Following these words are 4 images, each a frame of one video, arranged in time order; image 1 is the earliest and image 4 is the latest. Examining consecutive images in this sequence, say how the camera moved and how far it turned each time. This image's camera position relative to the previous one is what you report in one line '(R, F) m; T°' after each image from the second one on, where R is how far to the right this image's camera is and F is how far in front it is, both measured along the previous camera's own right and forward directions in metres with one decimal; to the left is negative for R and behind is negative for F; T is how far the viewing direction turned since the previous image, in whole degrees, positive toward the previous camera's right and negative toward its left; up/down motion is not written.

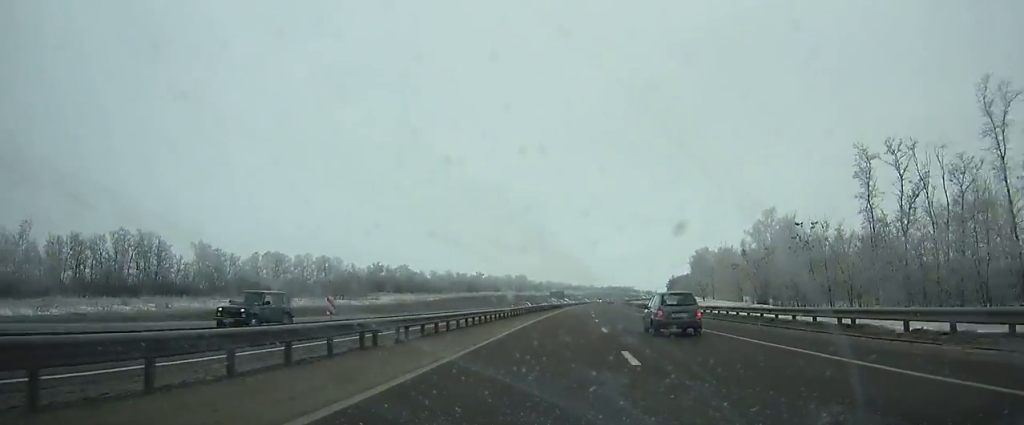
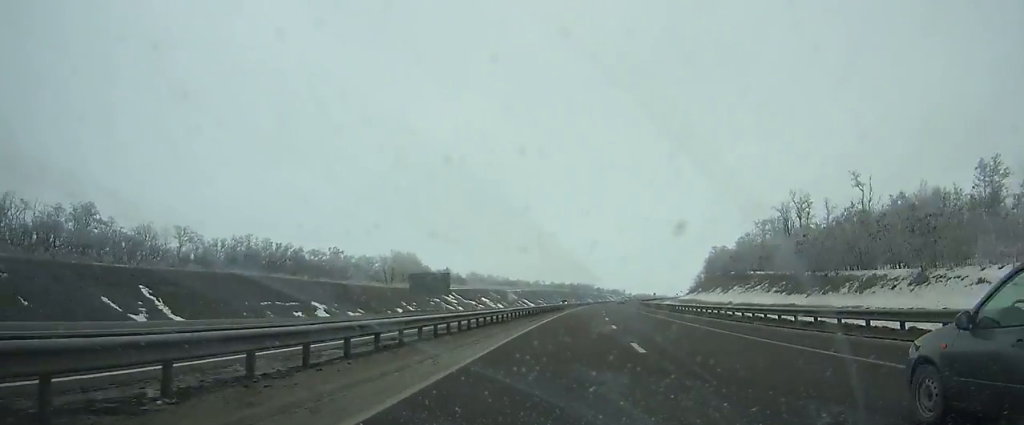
(+7.3, +164.1) m; +6°
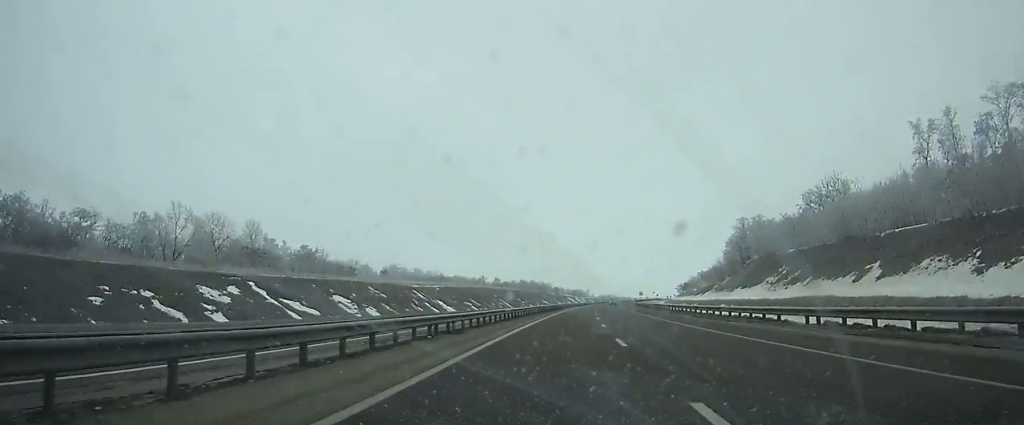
(+2.7, +79.6) m; +4°
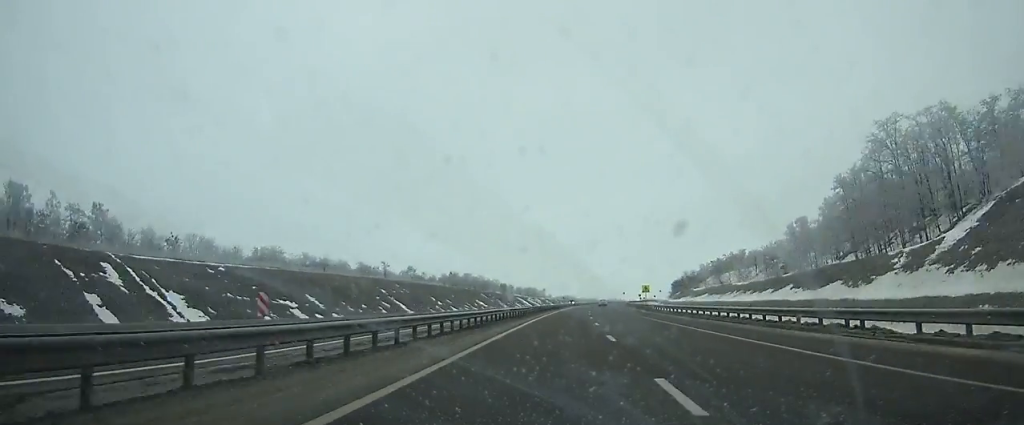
(+2.5, +75.0) m; +4°
